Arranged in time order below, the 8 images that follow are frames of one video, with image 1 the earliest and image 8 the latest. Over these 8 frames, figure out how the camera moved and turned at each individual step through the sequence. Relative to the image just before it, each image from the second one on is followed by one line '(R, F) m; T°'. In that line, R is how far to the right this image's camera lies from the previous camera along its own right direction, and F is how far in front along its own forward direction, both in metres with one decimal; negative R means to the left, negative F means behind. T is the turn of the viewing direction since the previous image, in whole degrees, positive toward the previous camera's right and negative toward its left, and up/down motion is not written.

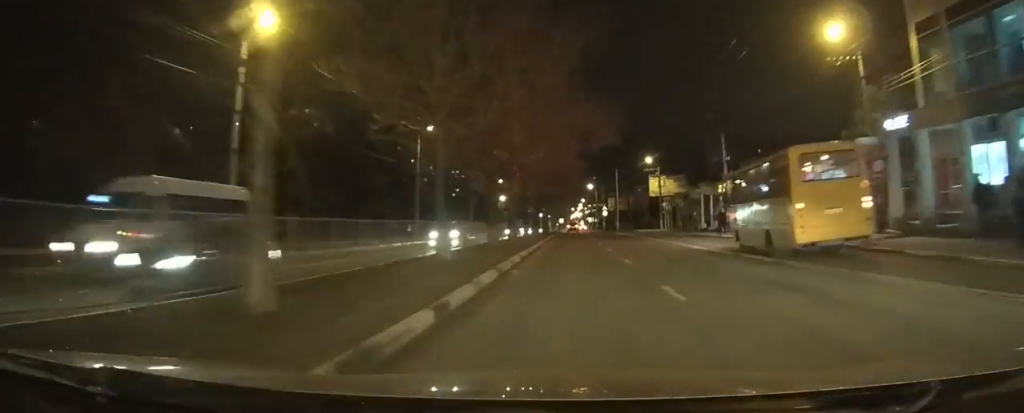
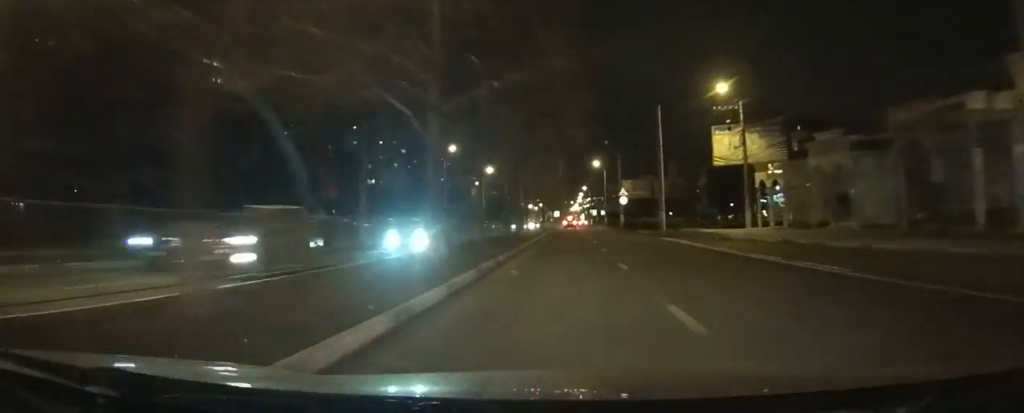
(+0.5, +35.0) m; +1°
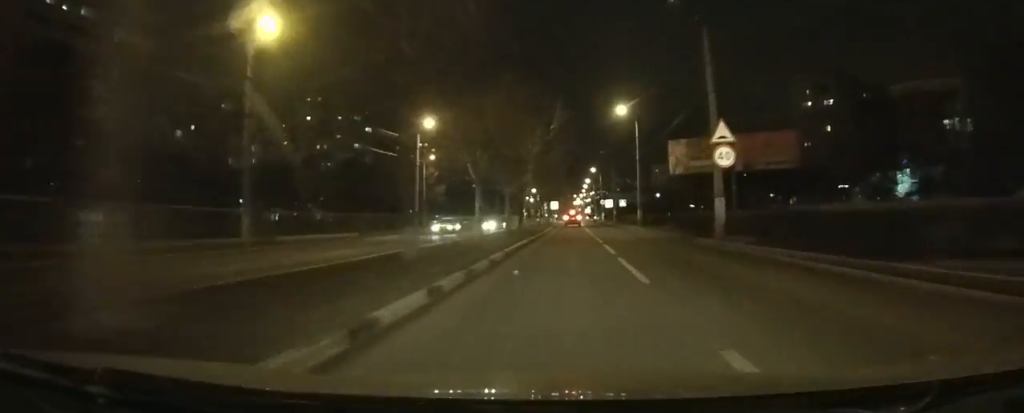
(-0.1, +36.2) m; 0°
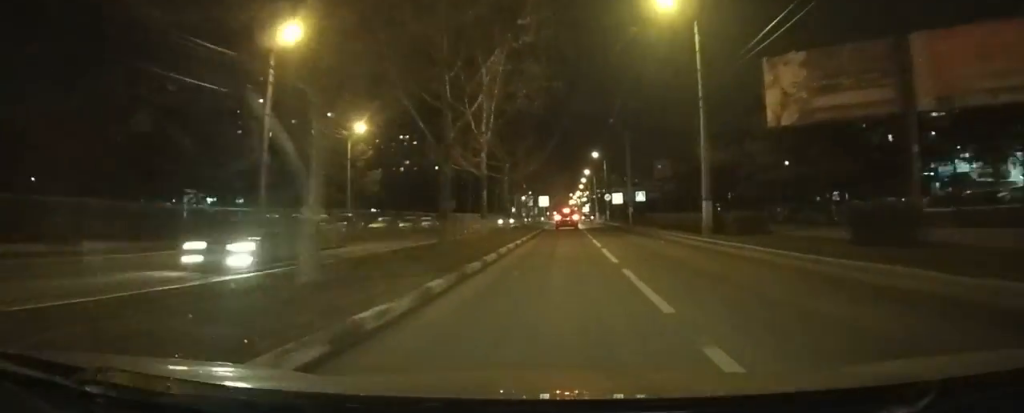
(+0.1, +26.1) m; +1°
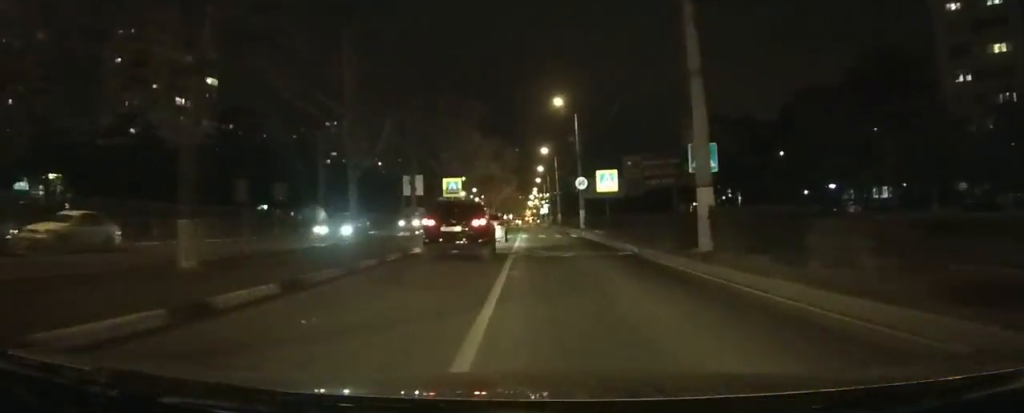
(+0.8, +42.3) m; +1°
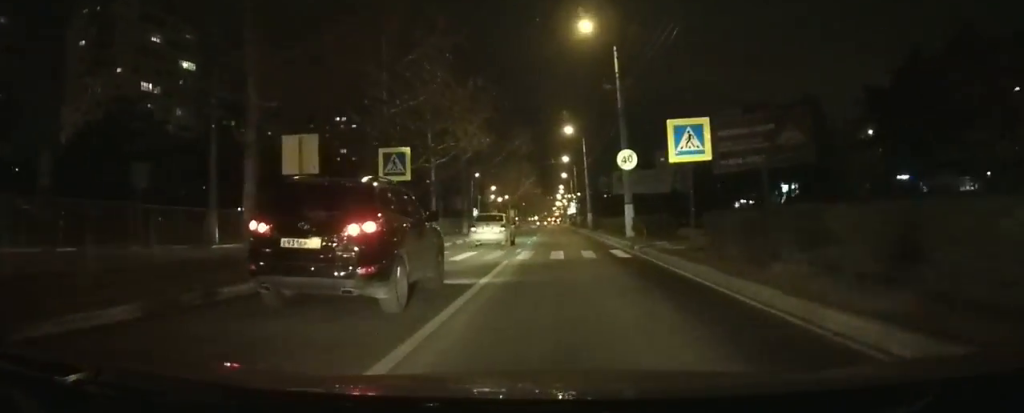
(-0.1, +23.6) m; -1°
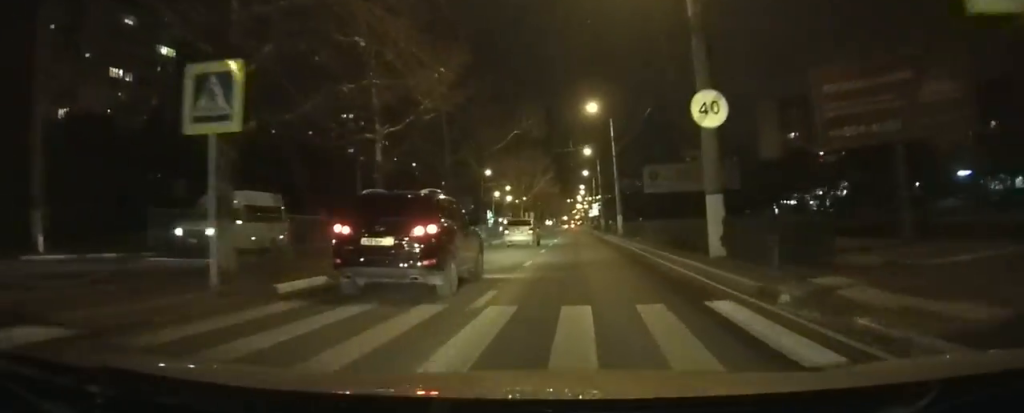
(-0.2, +19.1) m; -2°
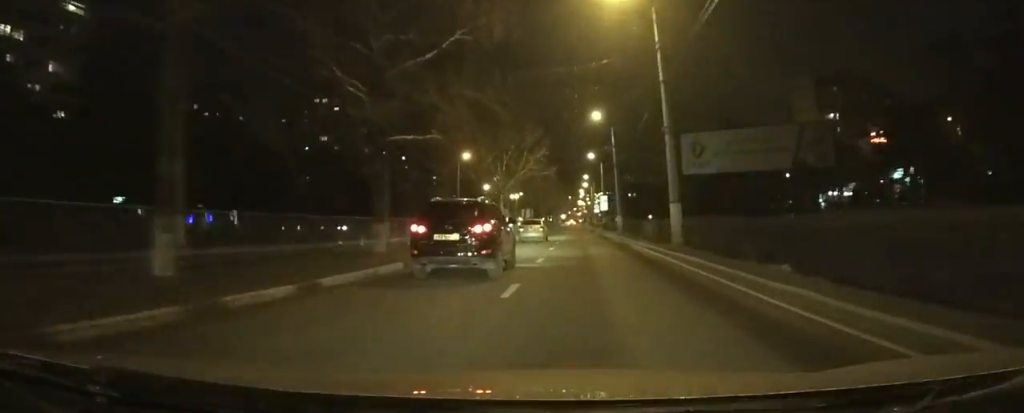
(-0.6, +26.0) m; -1°
